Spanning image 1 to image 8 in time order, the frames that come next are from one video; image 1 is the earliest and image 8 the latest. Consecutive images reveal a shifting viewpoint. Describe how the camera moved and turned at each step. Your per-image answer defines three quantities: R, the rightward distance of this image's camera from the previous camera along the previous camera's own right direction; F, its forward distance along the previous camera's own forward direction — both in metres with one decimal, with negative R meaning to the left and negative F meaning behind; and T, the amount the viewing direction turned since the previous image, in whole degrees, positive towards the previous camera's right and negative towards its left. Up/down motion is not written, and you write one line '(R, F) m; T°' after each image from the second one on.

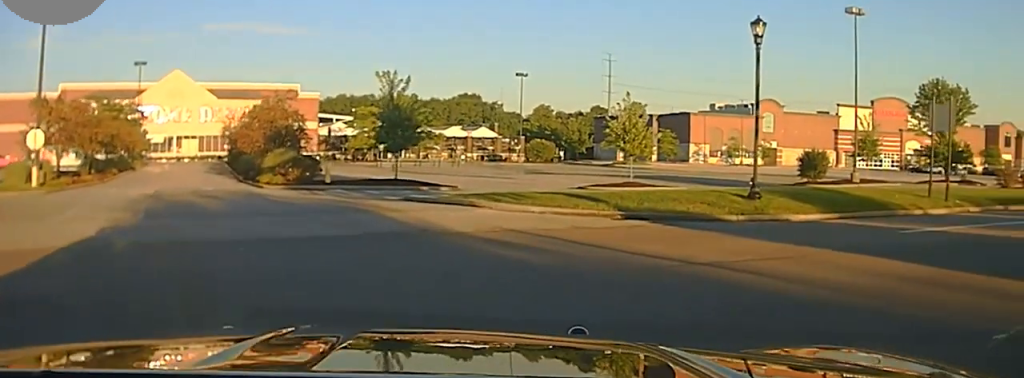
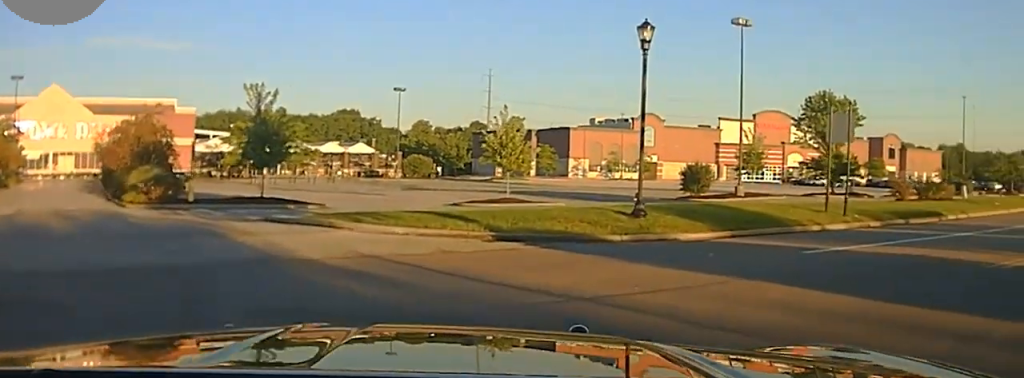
(0.0, +2.0) m; +5°
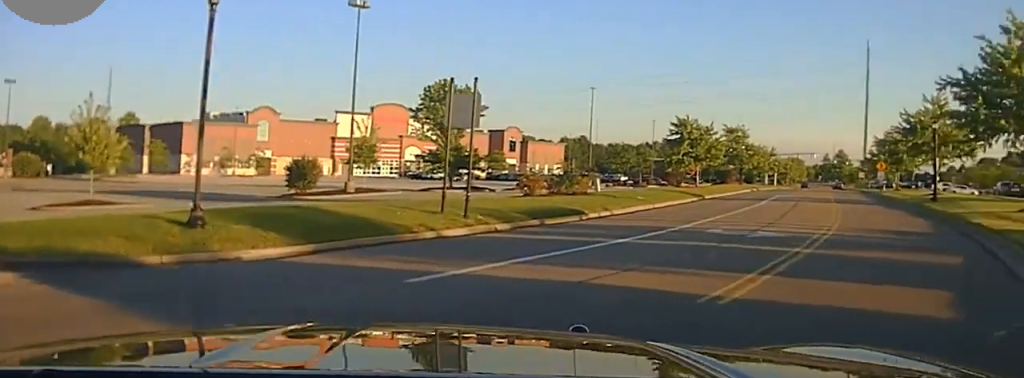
(+0.2, +3.8) m; +11°
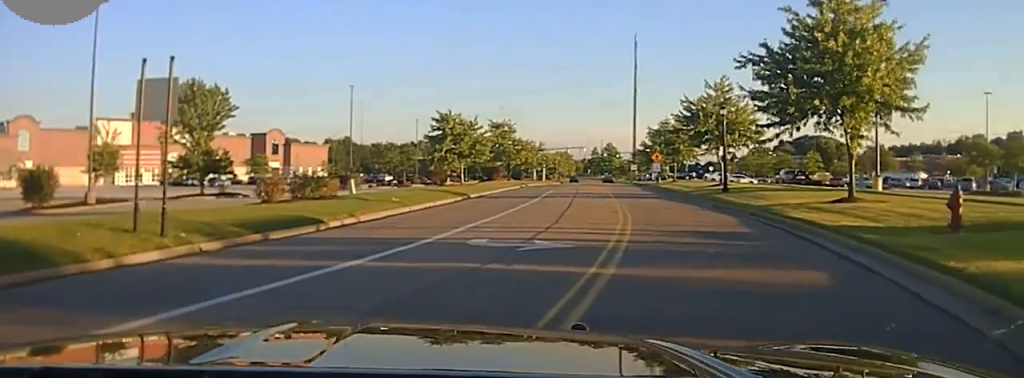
(+0.2, +2.7) m; +9°
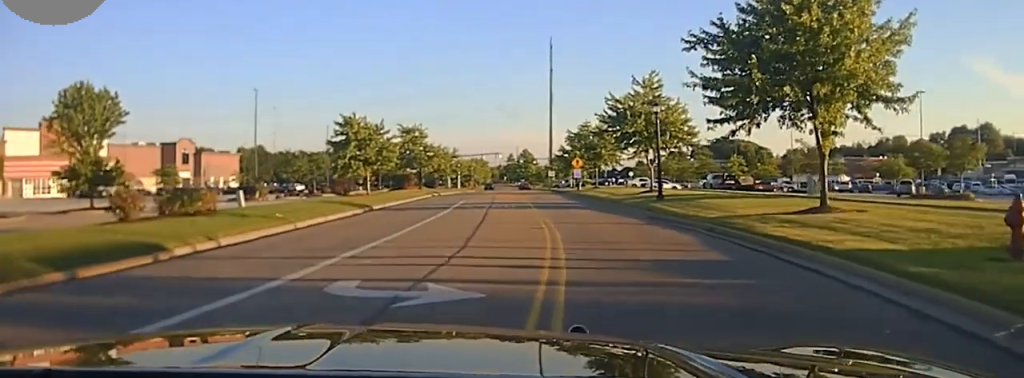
(+0.3, +3.7) m; +4°
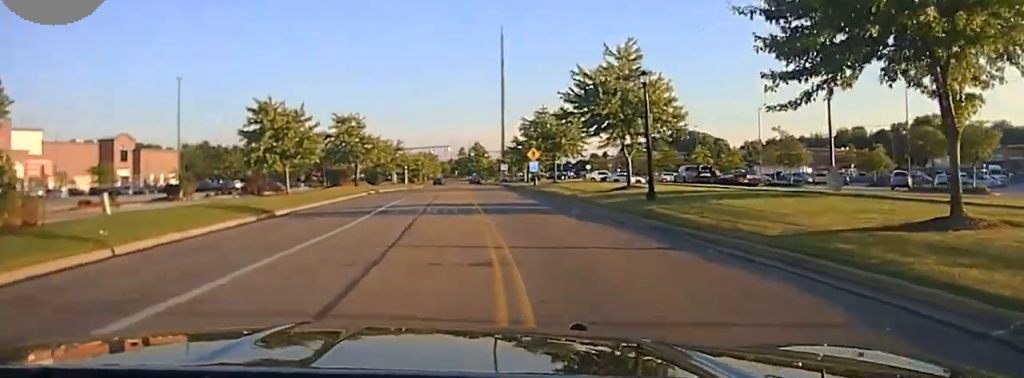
(+0.4, +8.2) m; +3°
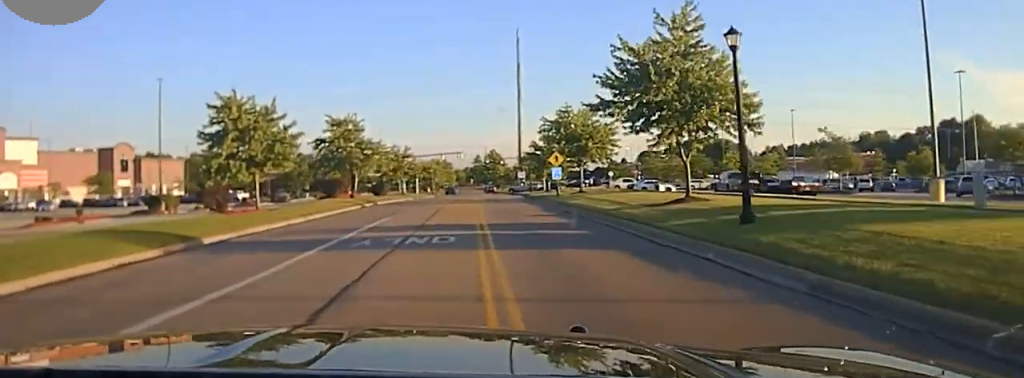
(-0.1, +9.1) m; 0°
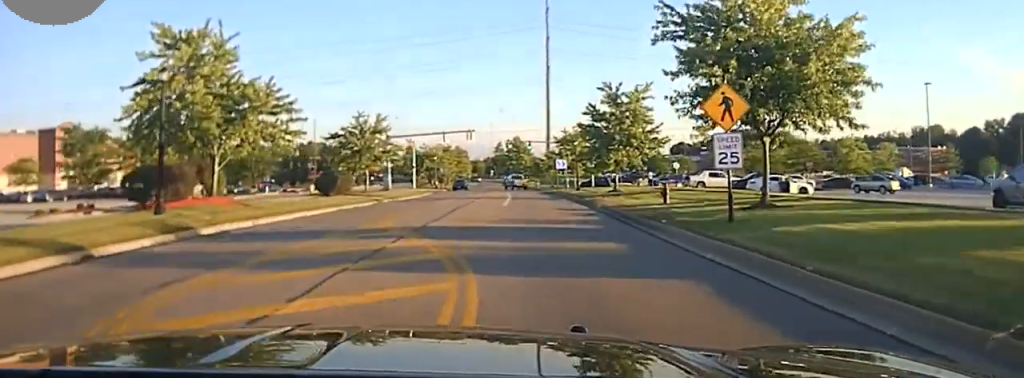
(-0.1, +38.8) m; -2°
